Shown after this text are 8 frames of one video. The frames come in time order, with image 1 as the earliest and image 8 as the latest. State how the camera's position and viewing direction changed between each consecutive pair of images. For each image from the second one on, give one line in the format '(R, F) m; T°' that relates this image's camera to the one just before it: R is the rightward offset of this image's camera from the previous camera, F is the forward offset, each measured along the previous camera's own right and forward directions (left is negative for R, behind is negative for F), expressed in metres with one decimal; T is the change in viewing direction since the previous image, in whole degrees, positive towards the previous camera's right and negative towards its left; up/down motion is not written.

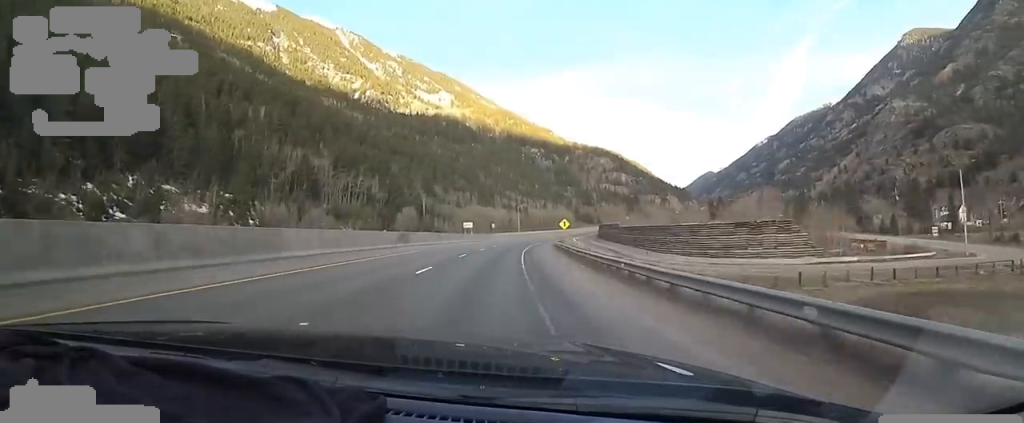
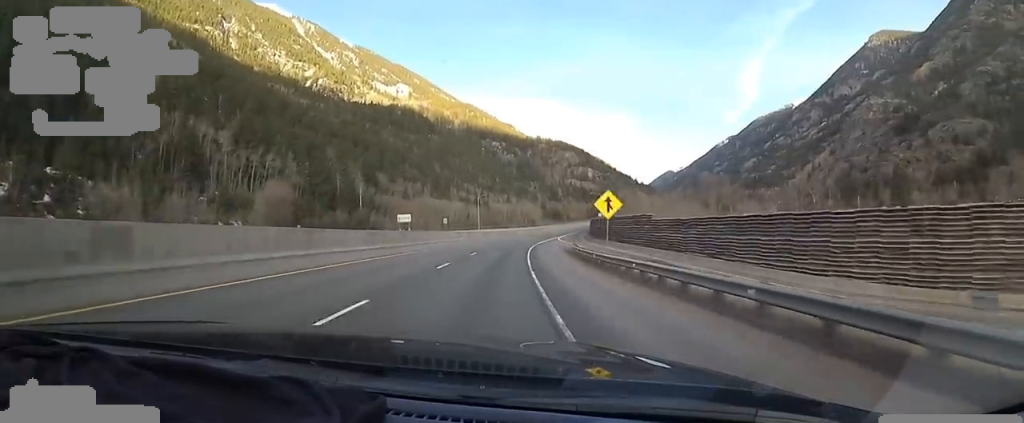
(+1.6, +44.6) m; +4°
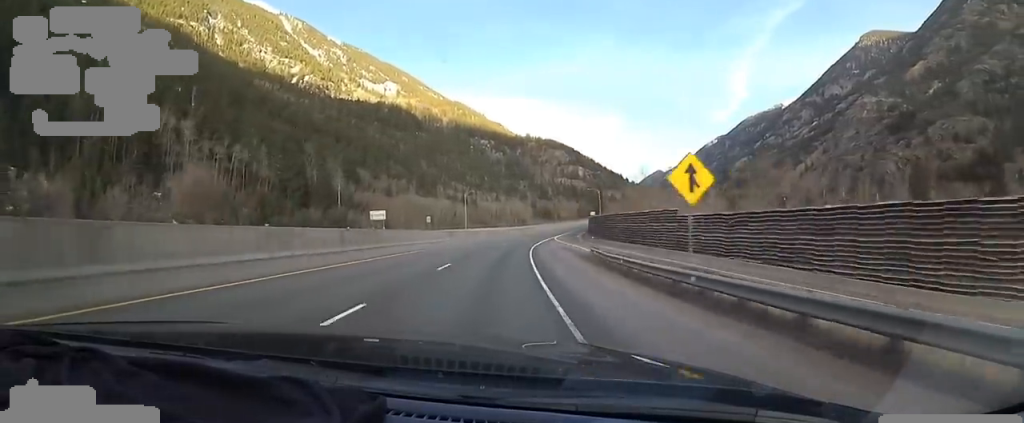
(-0.2, +12.4) m; +1°
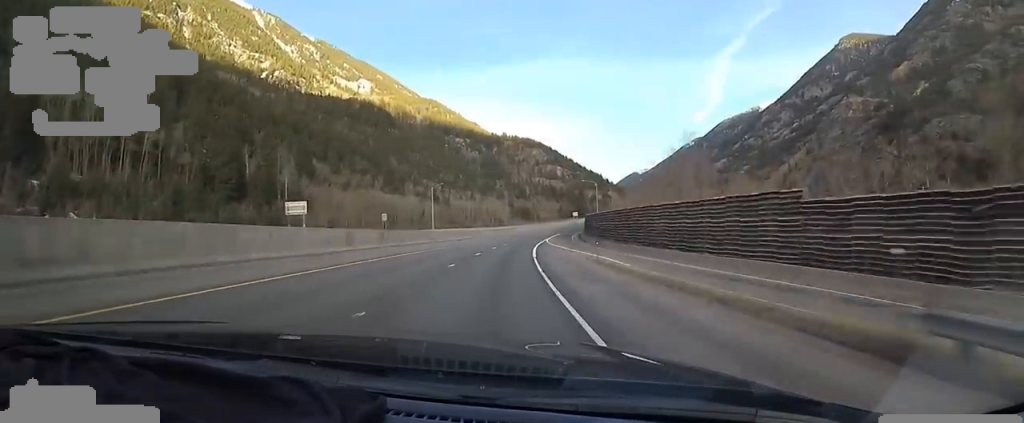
(+1.0, +24.7) m; +4°
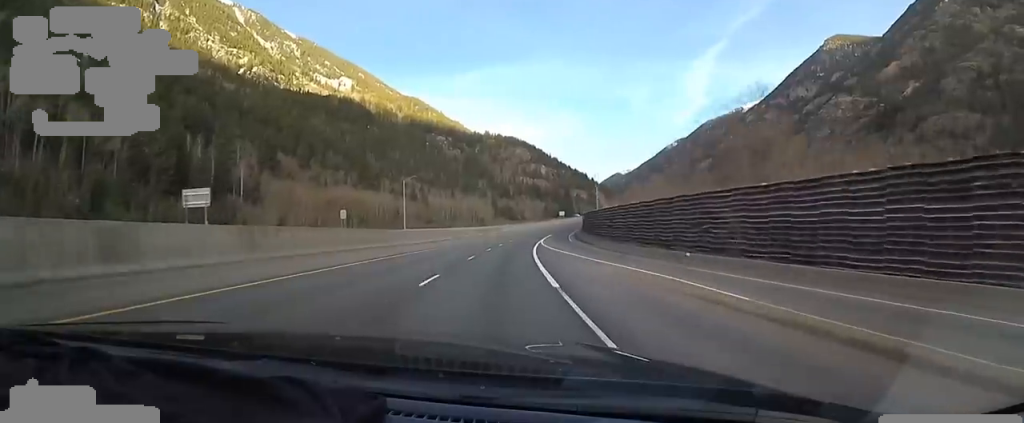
(+0.7, +17.6) m; +2°
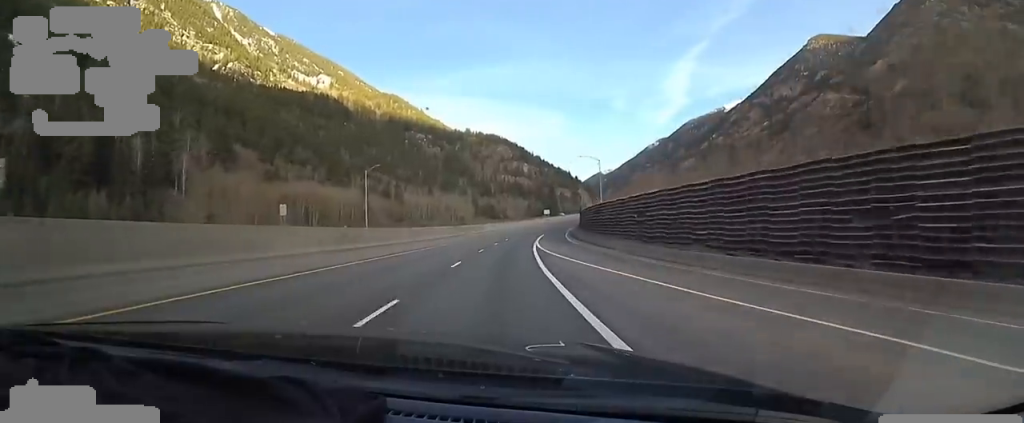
(+0.6, +17.7) m; +2°
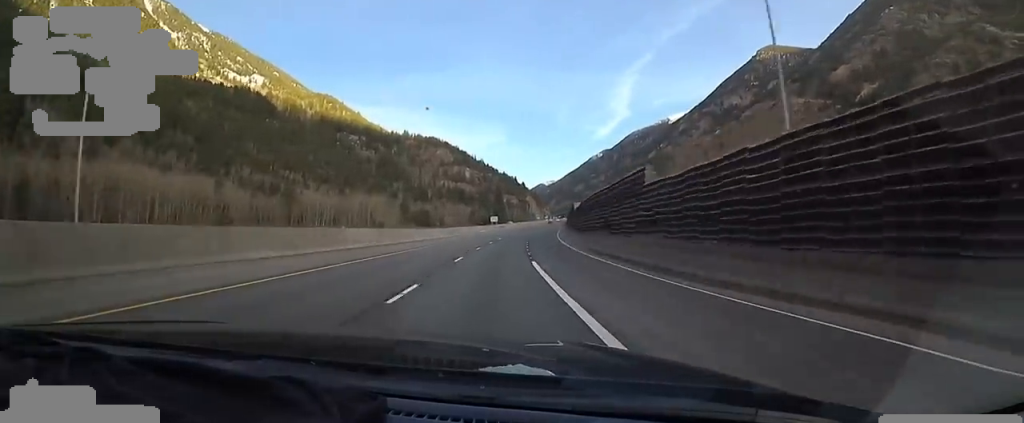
(+5.0, +57.3) m; +8°
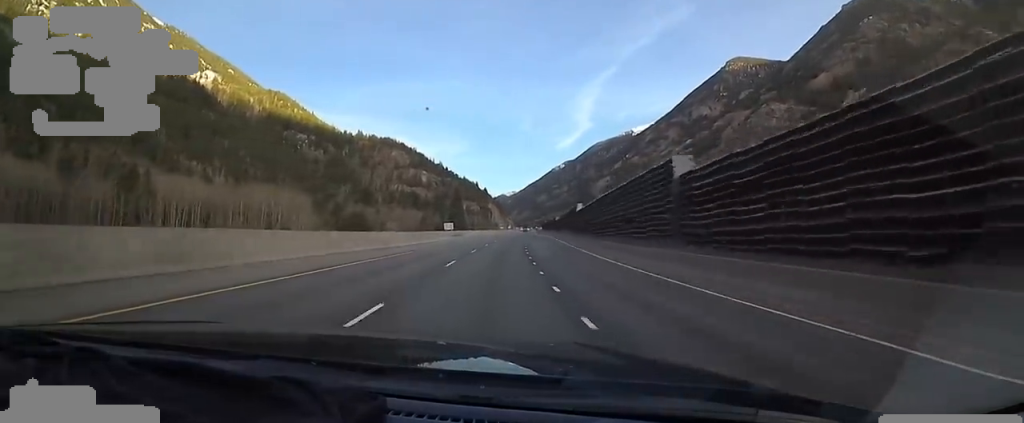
(+1.2, +50.5) m; +5°
